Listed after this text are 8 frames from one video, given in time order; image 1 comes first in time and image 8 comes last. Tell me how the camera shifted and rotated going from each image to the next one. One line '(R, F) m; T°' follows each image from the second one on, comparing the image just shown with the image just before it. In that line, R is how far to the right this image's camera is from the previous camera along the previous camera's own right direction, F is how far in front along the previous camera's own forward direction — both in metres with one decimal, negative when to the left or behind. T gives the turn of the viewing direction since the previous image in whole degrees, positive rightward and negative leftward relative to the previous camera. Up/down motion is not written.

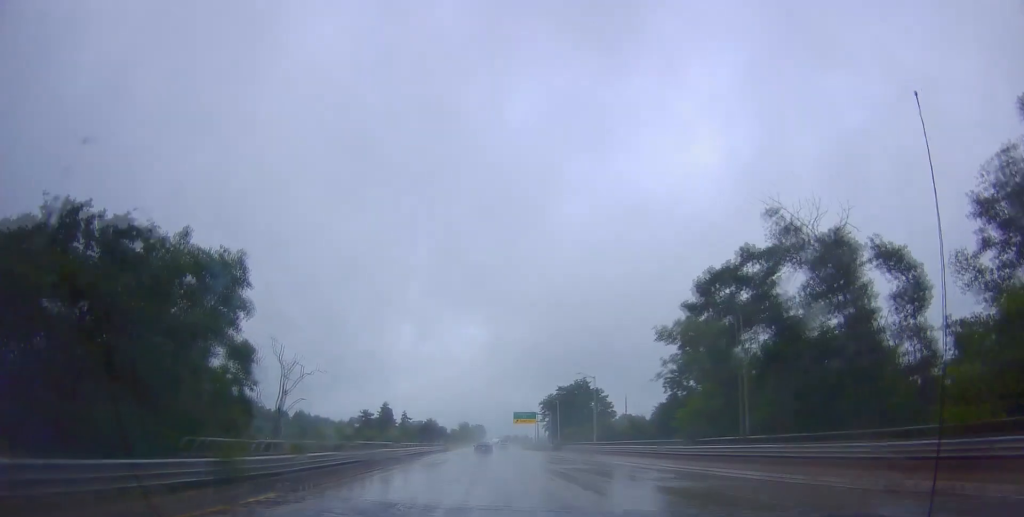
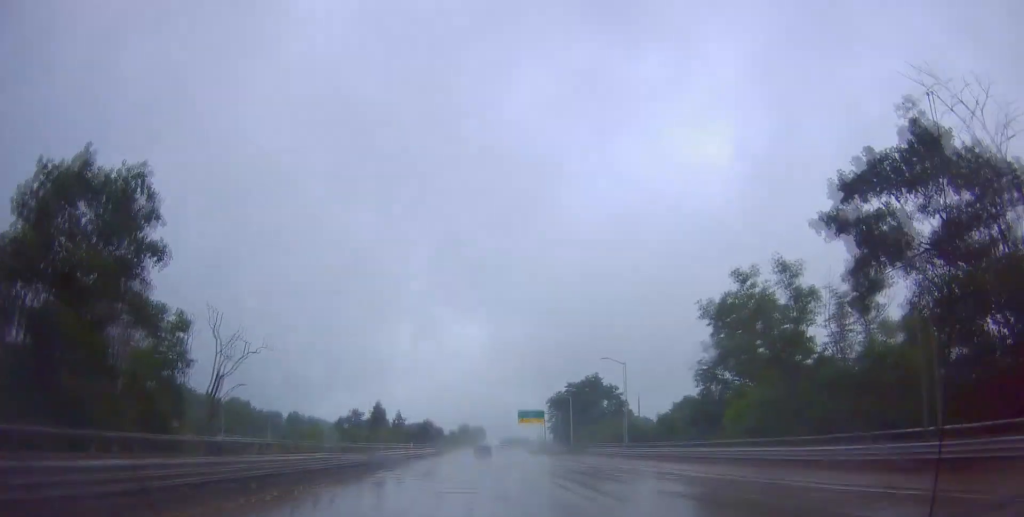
(0.0, +14.4) m; 0°
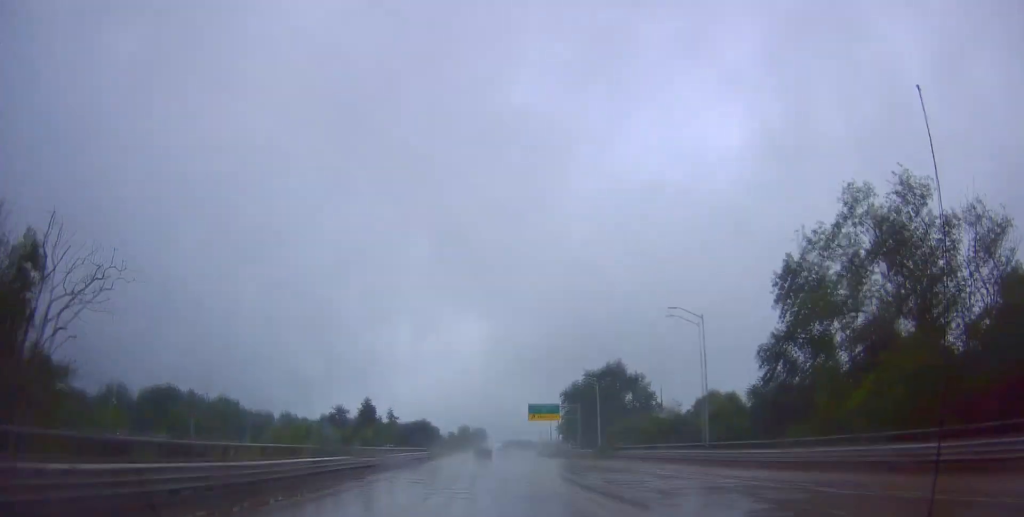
(0.0, +19.5) m; -1°
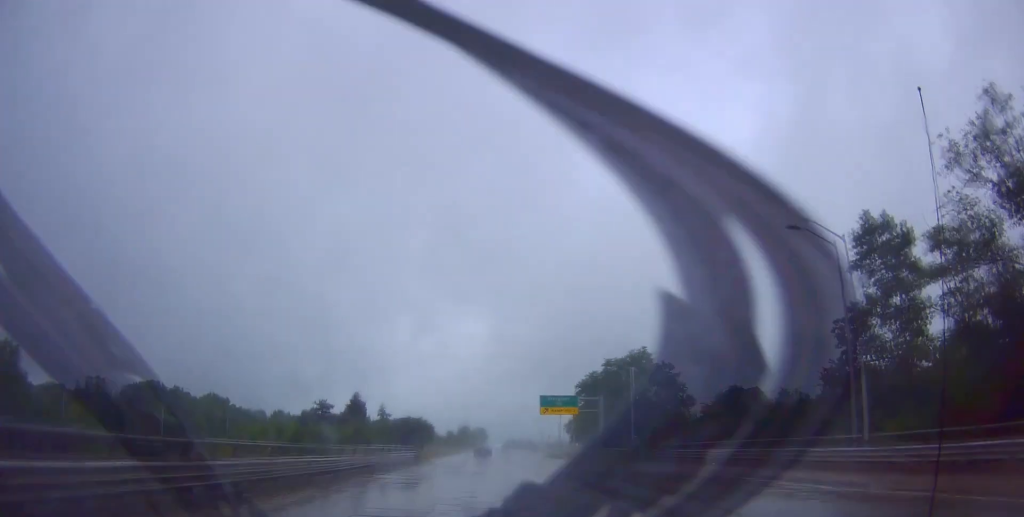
(-0.4, +16.0) m; -1°
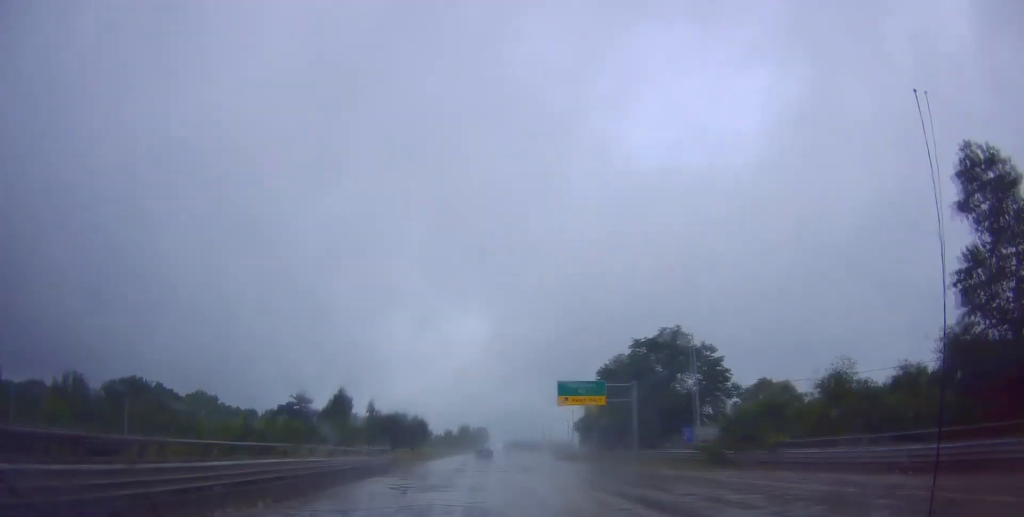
(0.0, +16.1) m; +1°
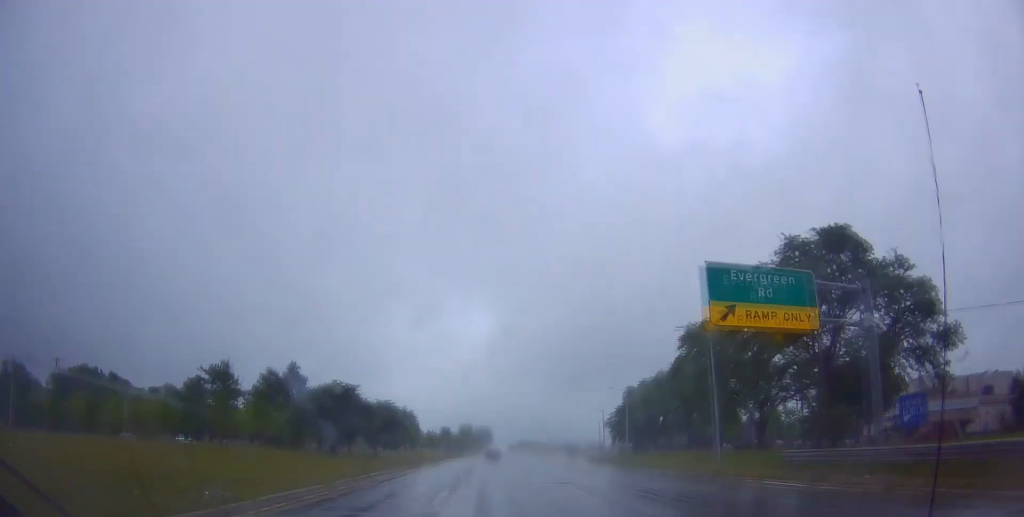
(+1.2, +38.3) m; +2°
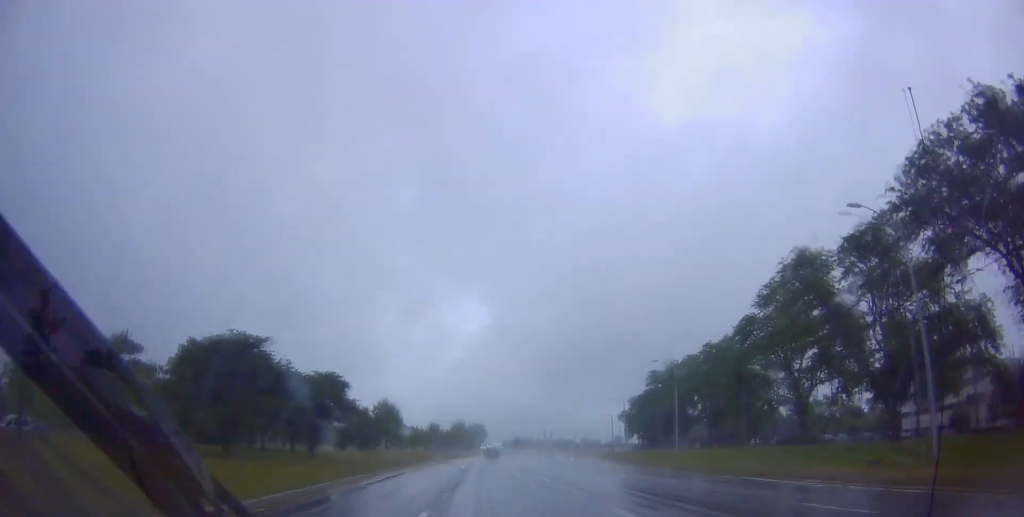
(-0.2, +20.9) m; -1°
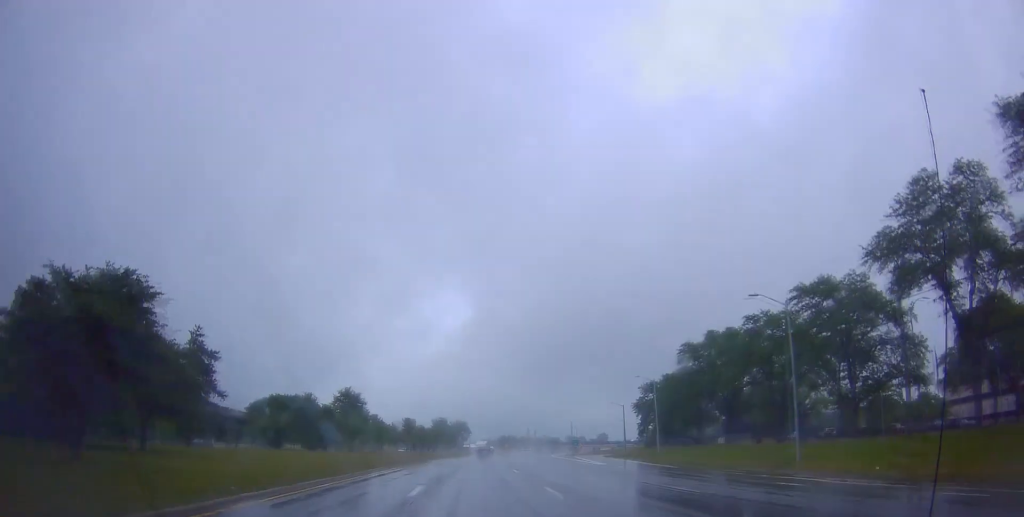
(-0.4, +23.2) m; 0°
